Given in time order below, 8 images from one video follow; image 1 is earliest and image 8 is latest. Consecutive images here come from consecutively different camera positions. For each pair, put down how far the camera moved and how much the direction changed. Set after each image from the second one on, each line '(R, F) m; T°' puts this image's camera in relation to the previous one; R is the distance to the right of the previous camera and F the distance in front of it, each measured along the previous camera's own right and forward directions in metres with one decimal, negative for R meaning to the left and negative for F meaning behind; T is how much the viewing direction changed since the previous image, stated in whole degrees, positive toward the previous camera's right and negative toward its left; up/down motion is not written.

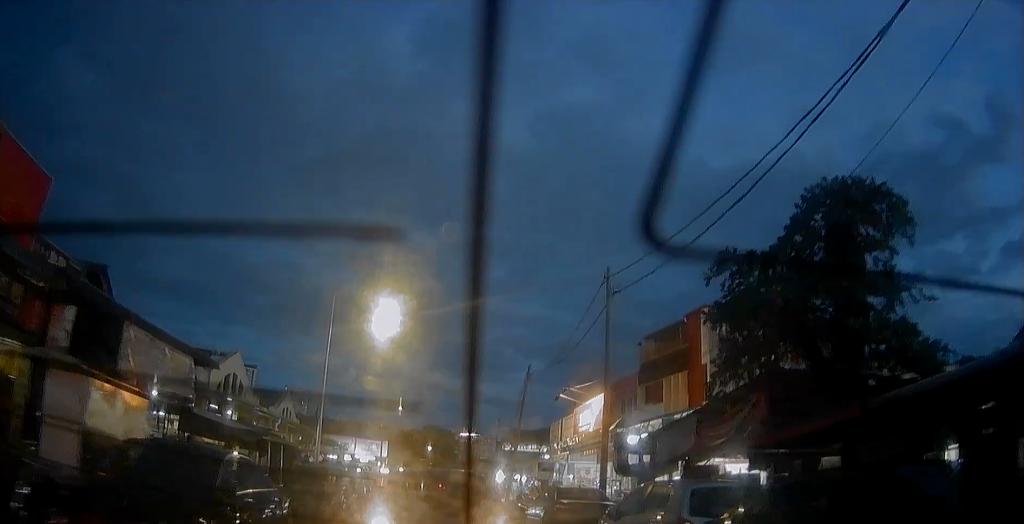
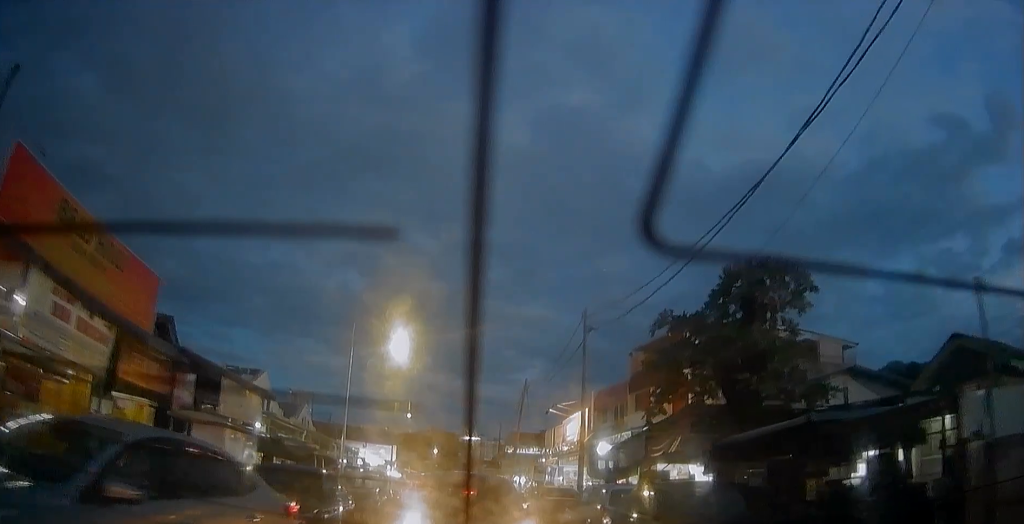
(0.0, +3.7) m; 0°
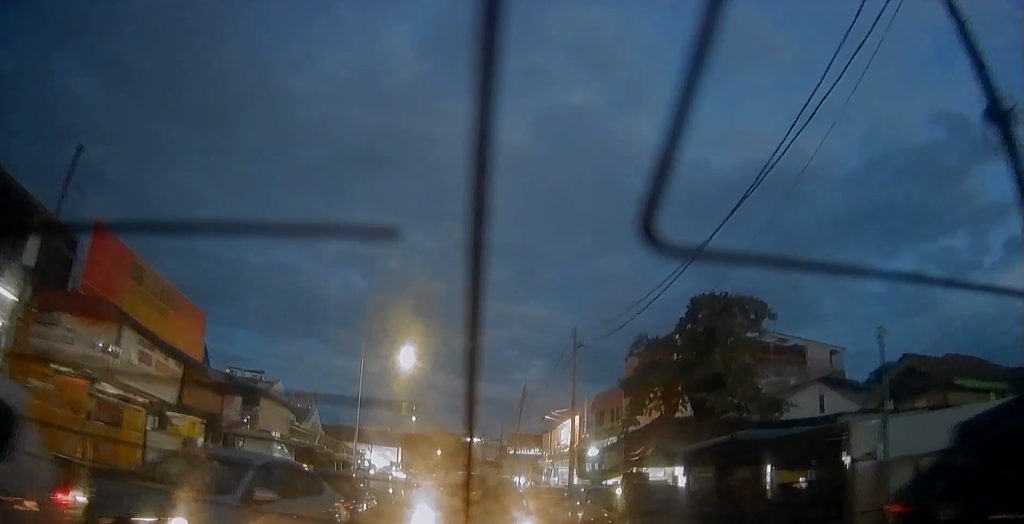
(0.0, +1.8) m; 0°
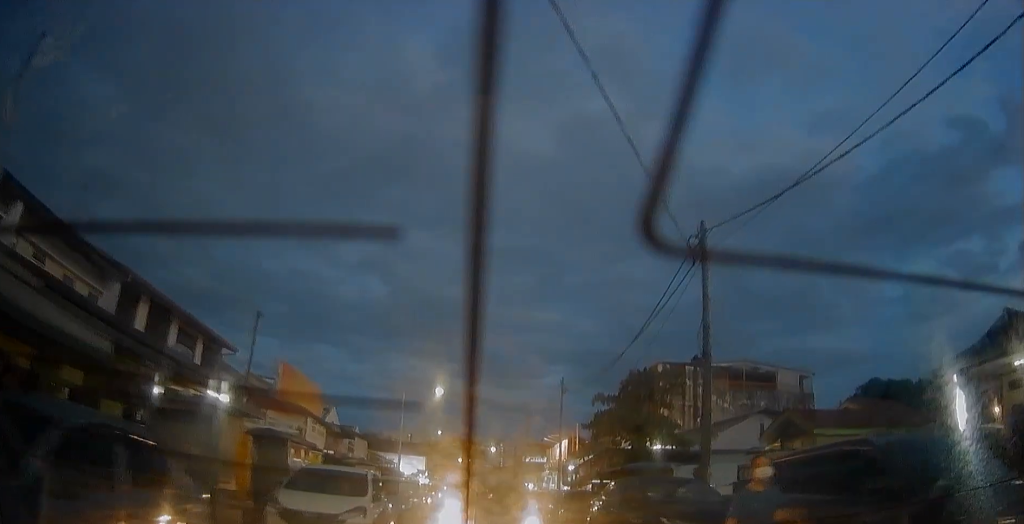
(0.0, +9.2) m; 0°
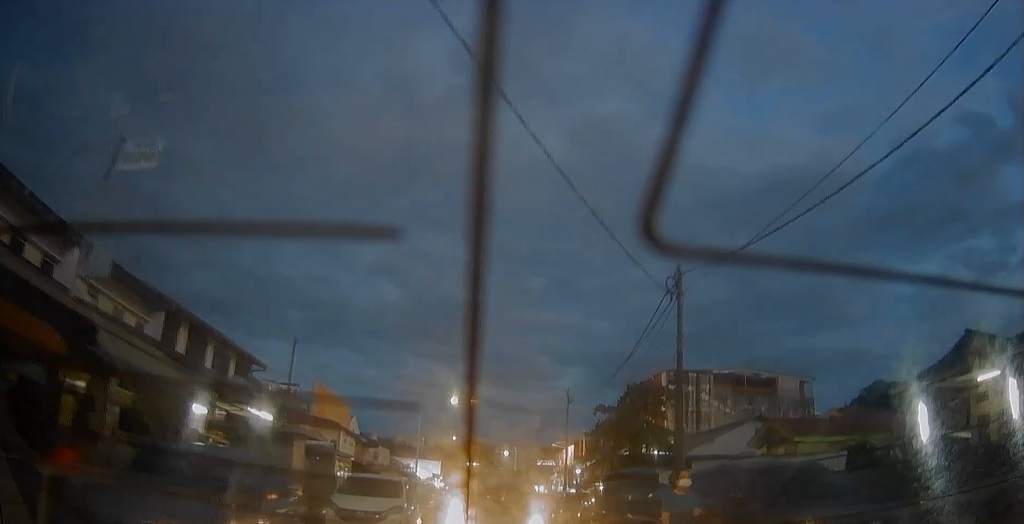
(0.0, +2.7) m; +1°
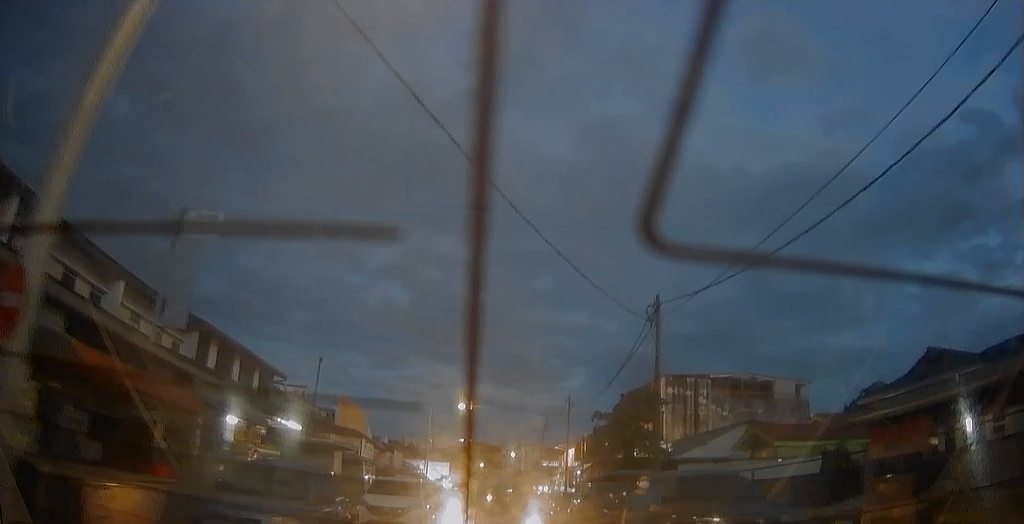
(+0.1, +2.7) m; +1°
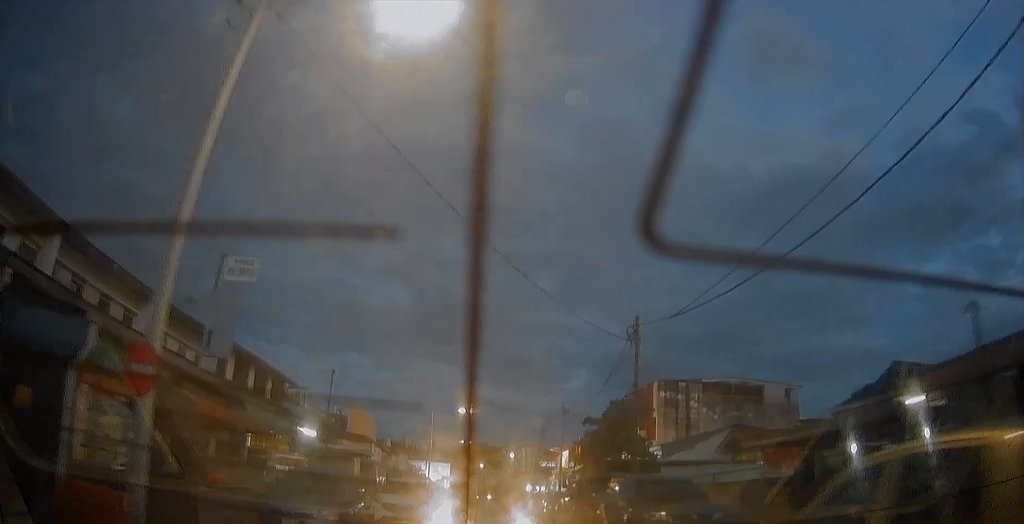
(0.0, +2.1) m; 0°
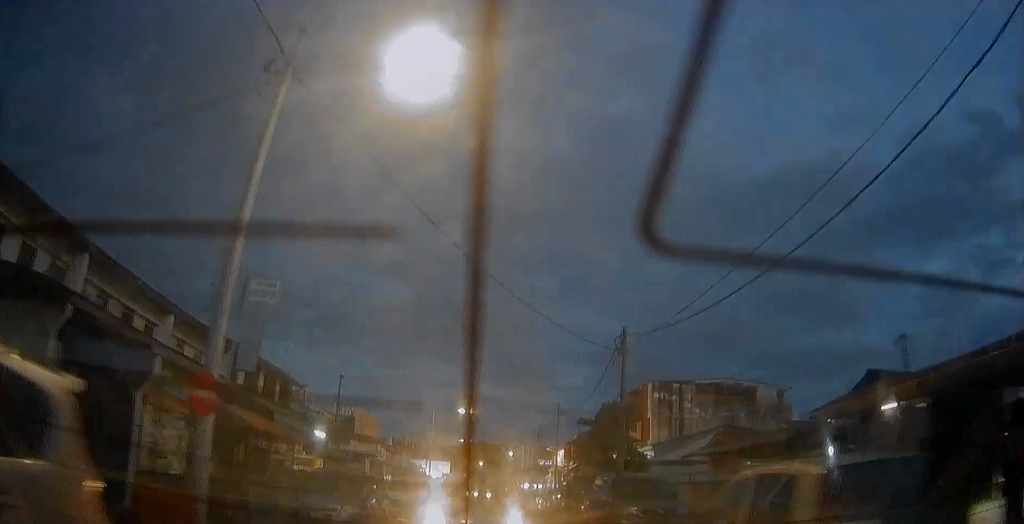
(0.0, +1.7) m; 0°
